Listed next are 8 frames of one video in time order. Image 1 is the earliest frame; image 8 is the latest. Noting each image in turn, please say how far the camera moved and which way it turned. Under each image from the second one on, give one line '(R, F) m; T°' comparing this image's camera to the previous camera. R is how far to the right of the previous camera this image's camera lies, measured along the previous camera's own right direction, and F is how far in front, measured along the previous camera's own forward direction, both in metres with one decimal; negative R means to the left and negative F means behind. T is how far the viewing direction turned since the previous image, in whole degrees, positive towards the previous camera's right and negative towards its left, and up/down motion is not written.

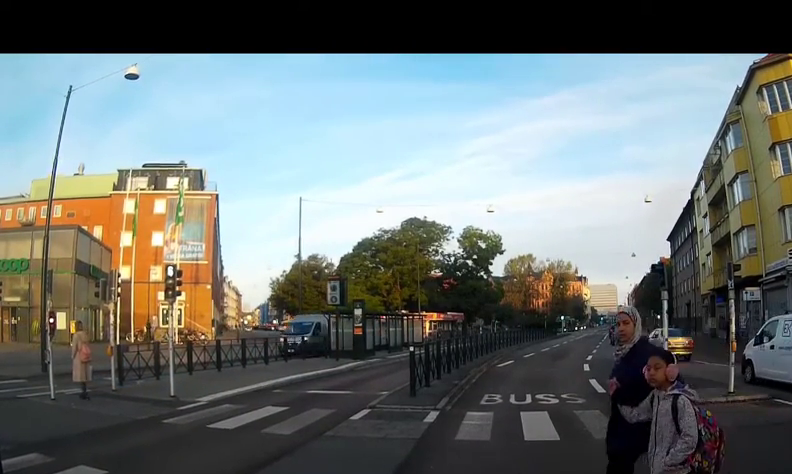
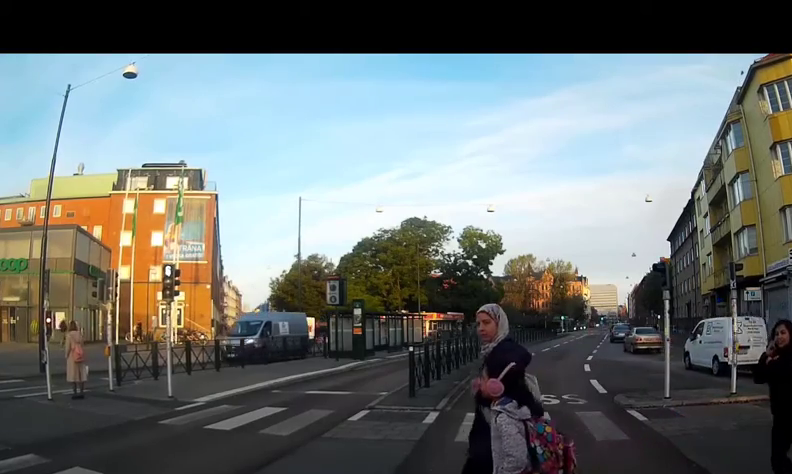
(-0.2, +0.2) m; 0°
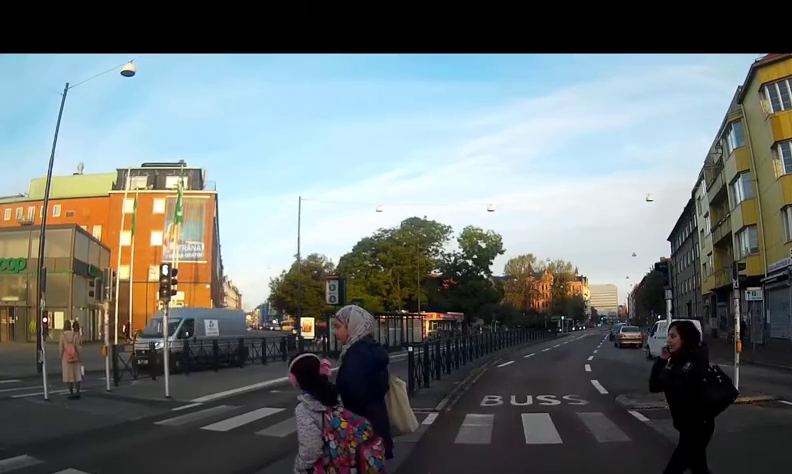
(0.0, 0.0) m; 0°
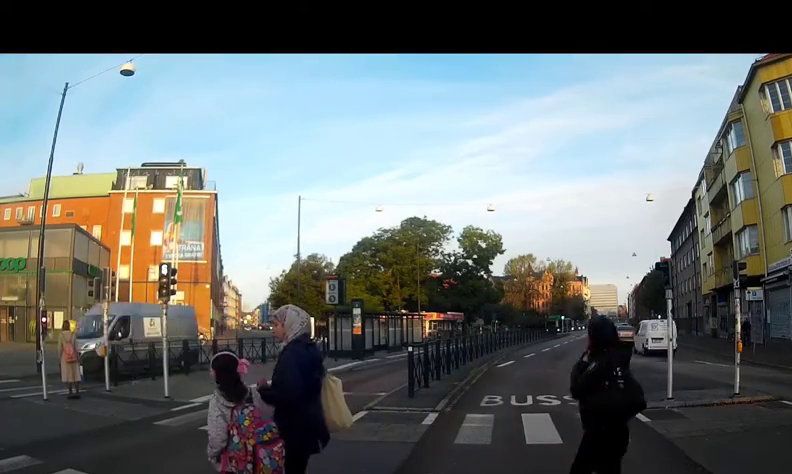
(0.0, 0.0) m; 0°
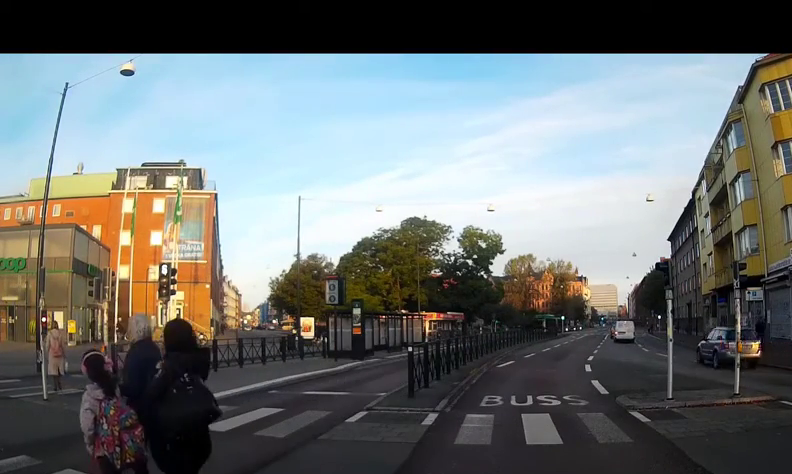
(0.0, 0.0) m; 0°
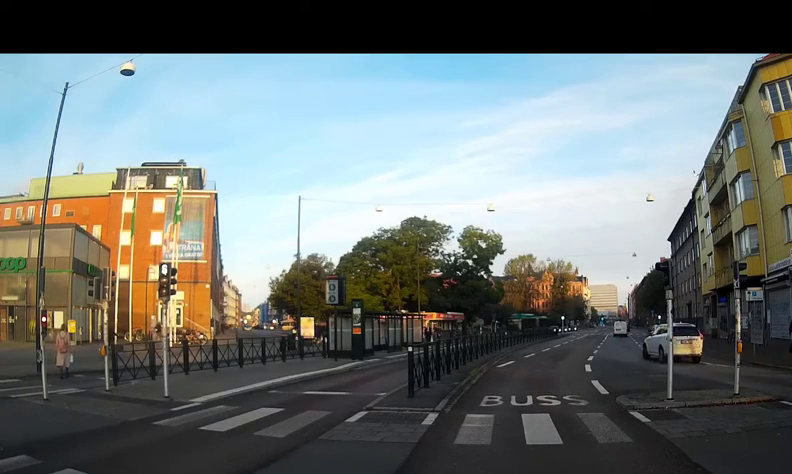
(-0.1, +0.6) m; 0°
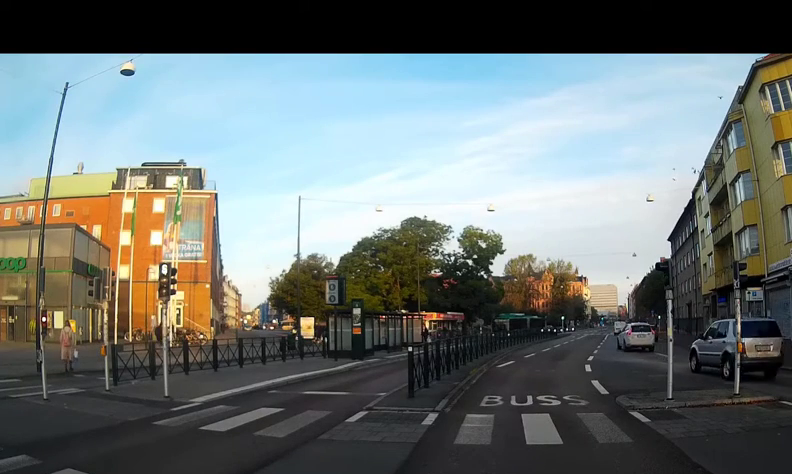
(0.0, 0.0) m; 0°
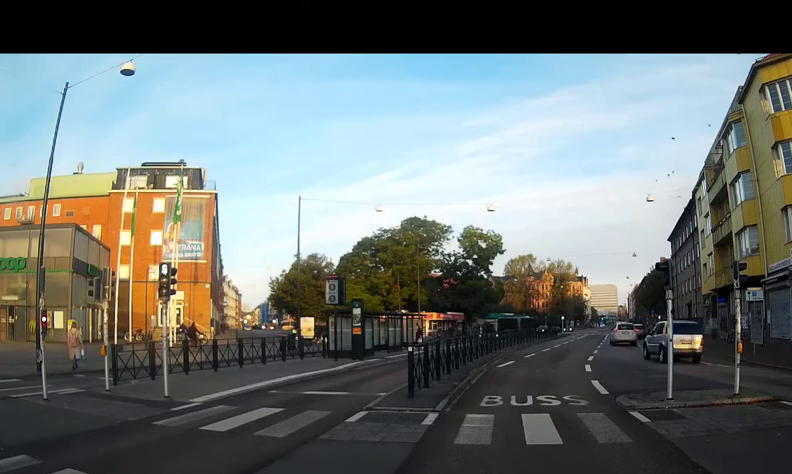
(0.0, 0.0) m; 0°
